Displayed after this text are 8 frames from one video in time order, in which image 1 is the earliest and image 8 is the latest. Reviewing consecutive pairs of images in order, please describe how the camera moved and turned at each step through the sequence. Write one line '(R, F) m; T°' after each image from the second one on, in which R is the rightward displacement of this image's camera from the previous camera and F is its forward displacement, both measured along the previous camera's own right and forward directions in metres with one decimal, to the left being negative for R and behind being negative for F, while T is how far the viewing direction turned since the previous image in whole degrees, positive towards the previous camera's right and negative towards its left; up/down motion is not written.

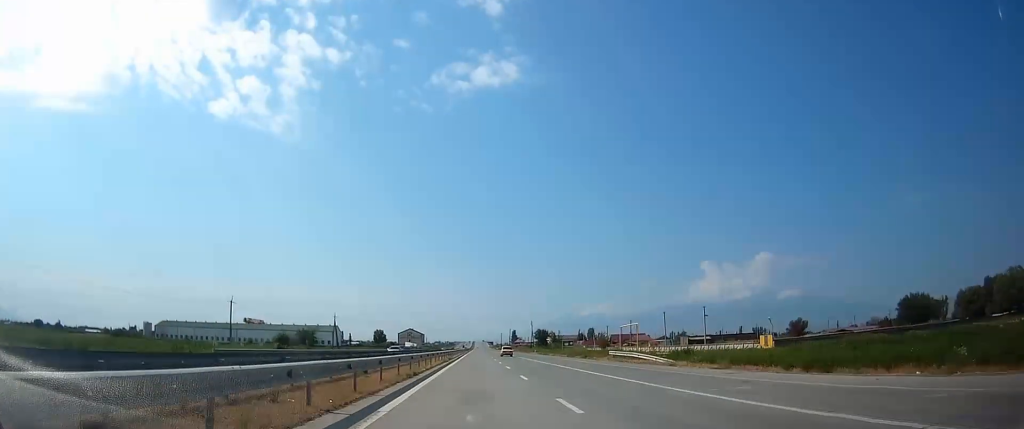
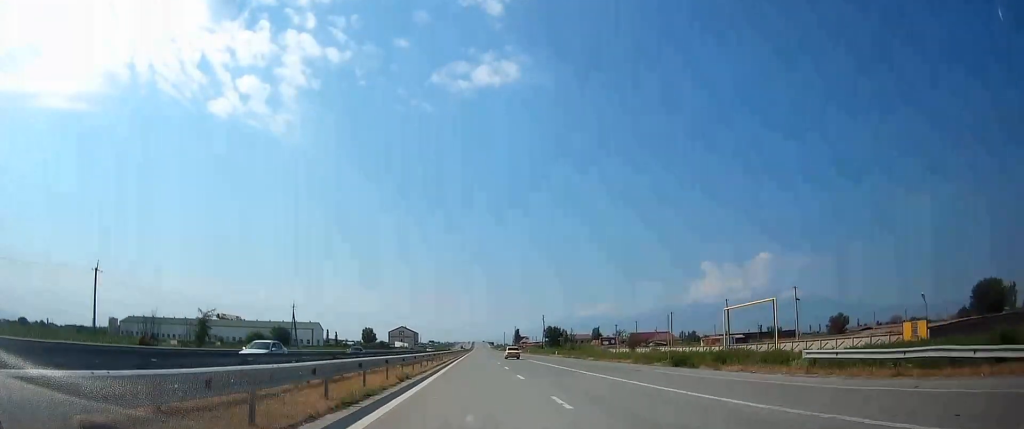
(+0.2, +34.5) m; 0°
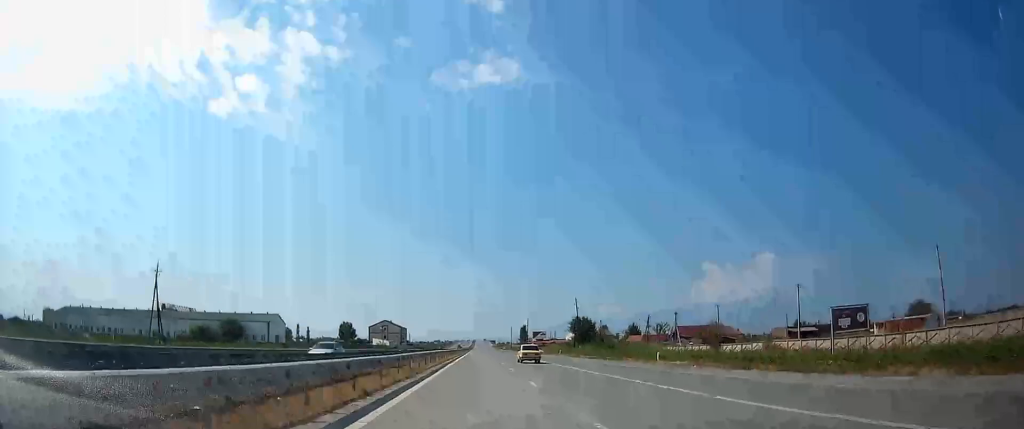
(-0.1, +53.4) m; 0°
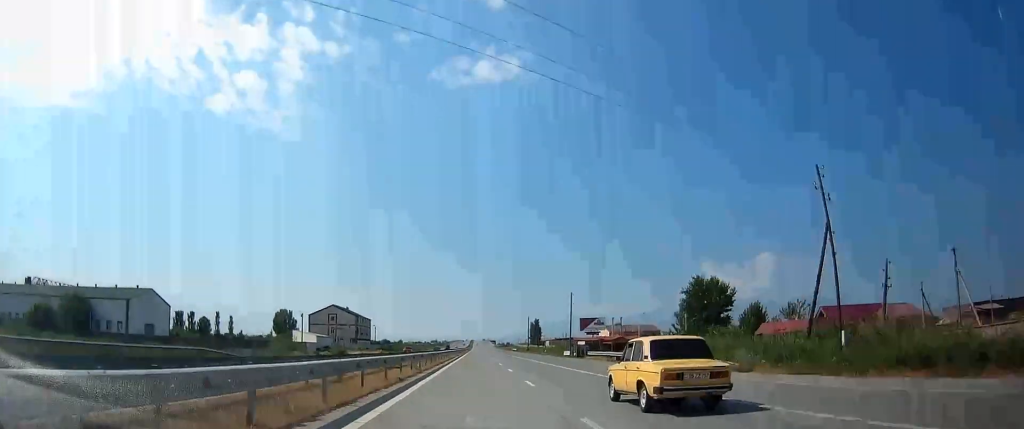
(-0.2, +82.4) m; 0°
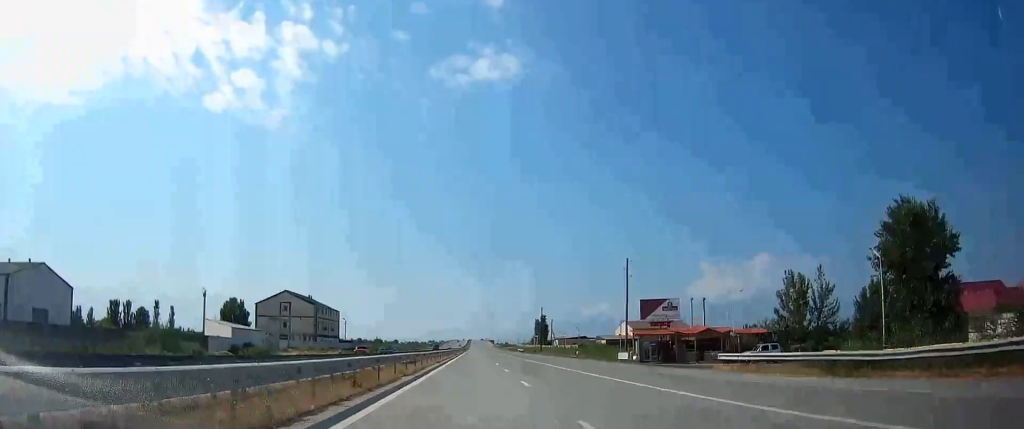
(+0.2, +36.3) m; 0°
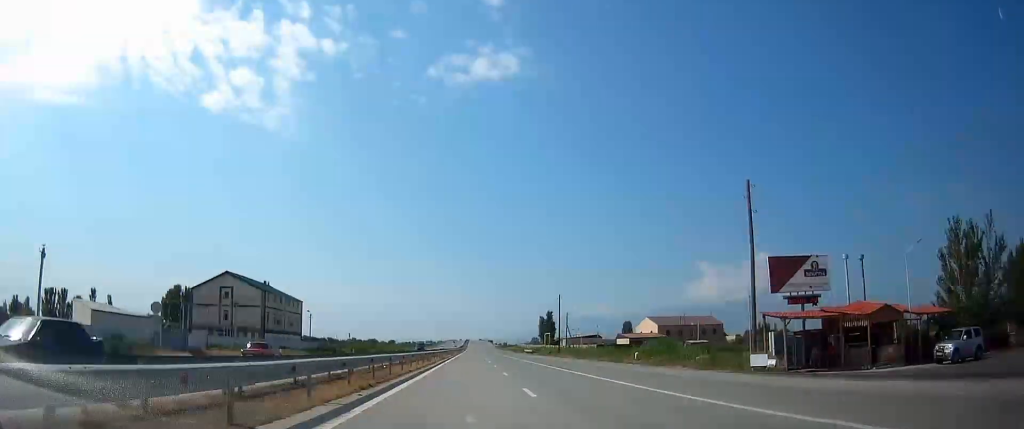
(+0.2, +27.6) m; 0°
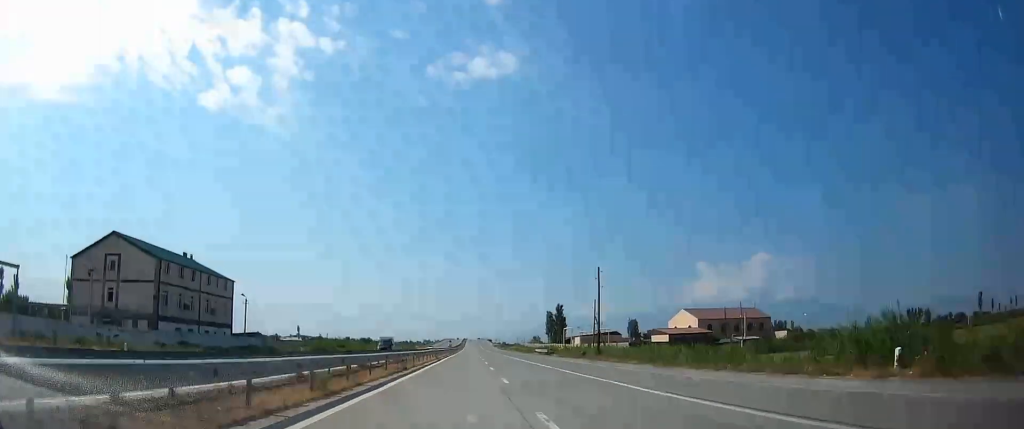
(-0.3, +30.5) m; 0°
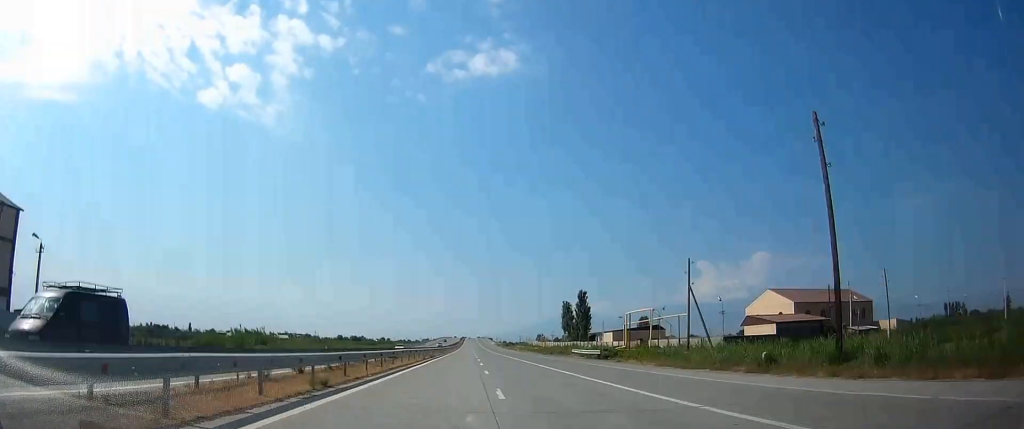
(+0.3, +42.1) m; 0°
